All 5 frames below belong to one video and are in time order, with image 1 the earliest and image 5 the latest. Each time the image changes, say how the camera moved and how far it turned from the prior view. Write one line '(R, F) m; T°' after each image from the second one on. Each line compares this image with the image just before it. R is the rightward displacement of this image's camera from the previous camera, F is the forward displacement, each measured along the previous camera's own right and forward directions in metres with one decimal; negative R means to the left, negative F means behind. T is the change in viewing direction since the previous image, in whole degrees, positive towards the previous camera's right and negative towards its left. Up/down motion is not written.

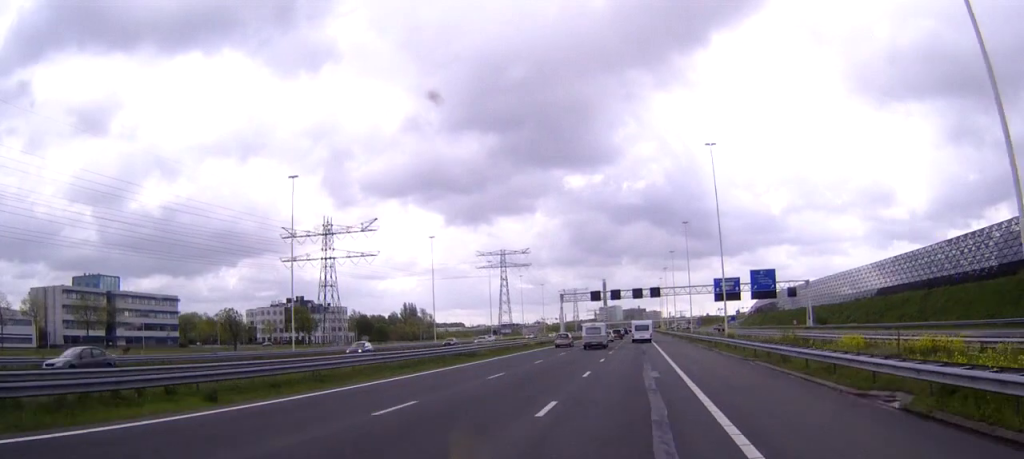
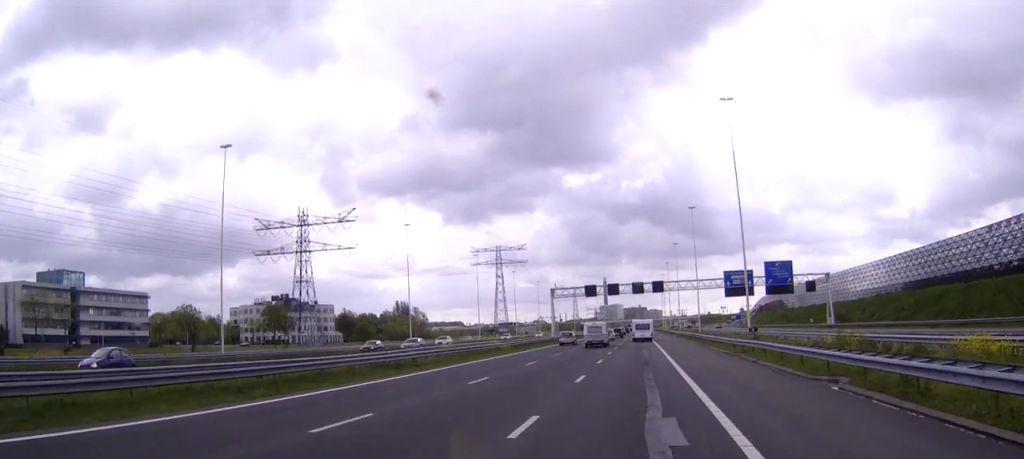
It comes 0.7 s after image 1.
(0.0, +15.2) m; 0°
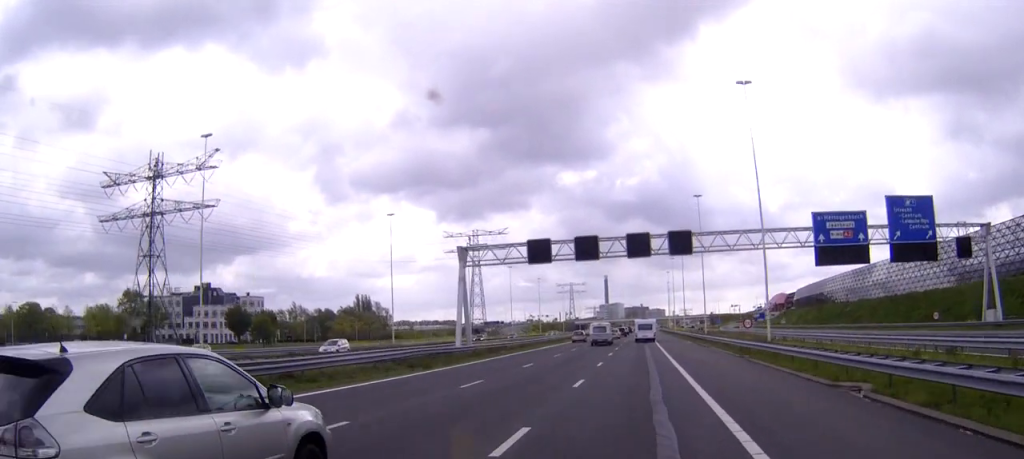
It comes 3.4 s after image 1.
(-0.3, +62.1) m; 0°
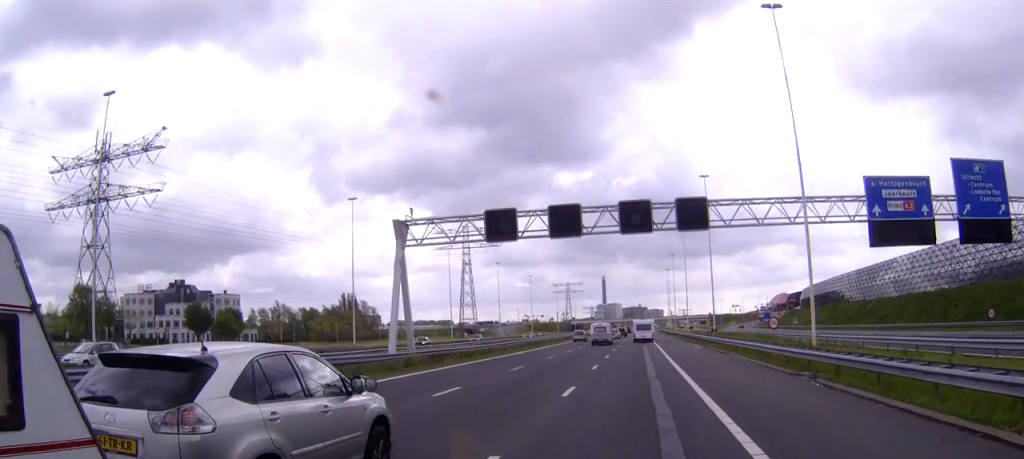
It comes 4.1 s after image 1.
(0.0, +15.0) m; 0°
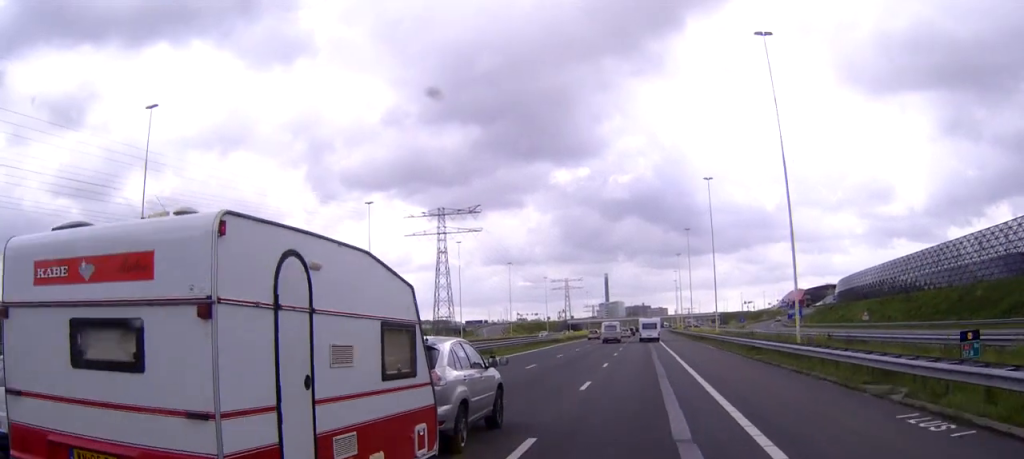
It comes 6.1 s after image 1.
(+0.1, +46.7) m; 0°
